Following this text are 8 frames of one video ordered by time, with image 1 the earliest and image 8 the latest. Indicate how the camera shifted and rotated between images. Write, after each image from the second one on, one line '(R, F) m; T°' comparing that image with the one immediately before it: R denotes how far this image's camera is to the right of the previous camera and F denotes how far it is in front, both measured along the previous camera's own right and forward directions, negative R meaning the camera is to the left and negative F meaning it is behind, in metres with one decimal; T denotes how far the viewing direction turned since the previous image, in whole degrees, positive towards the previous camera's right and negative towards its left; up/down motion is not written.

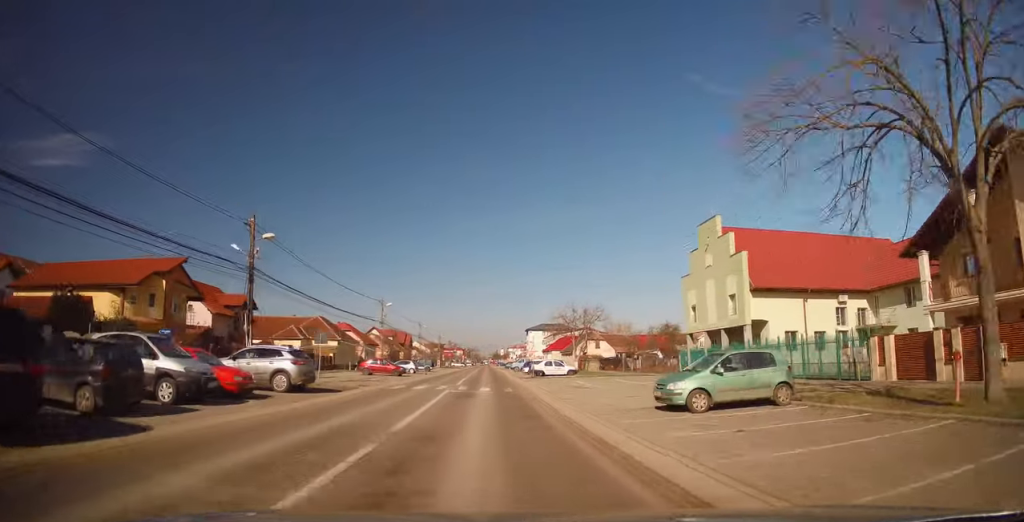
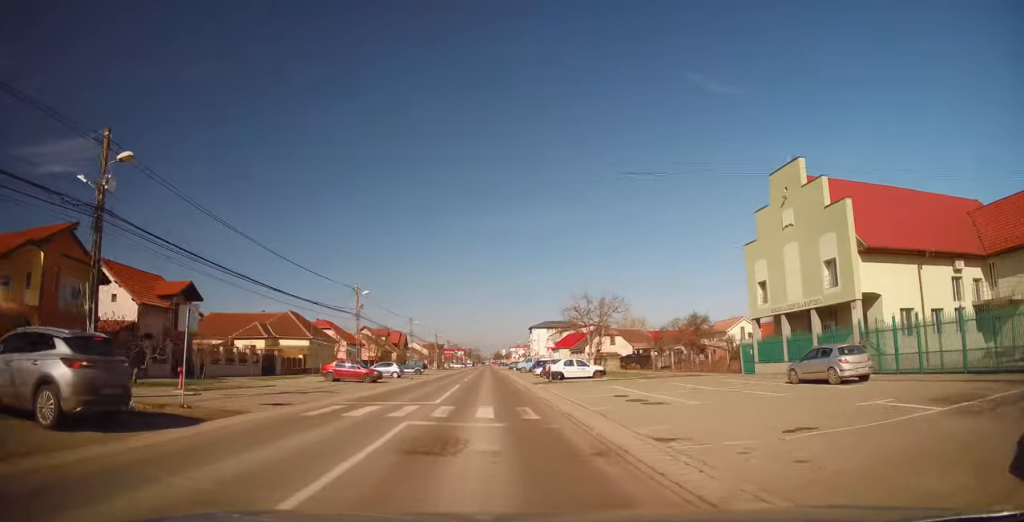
(-0.2, +11.2) m; -1°
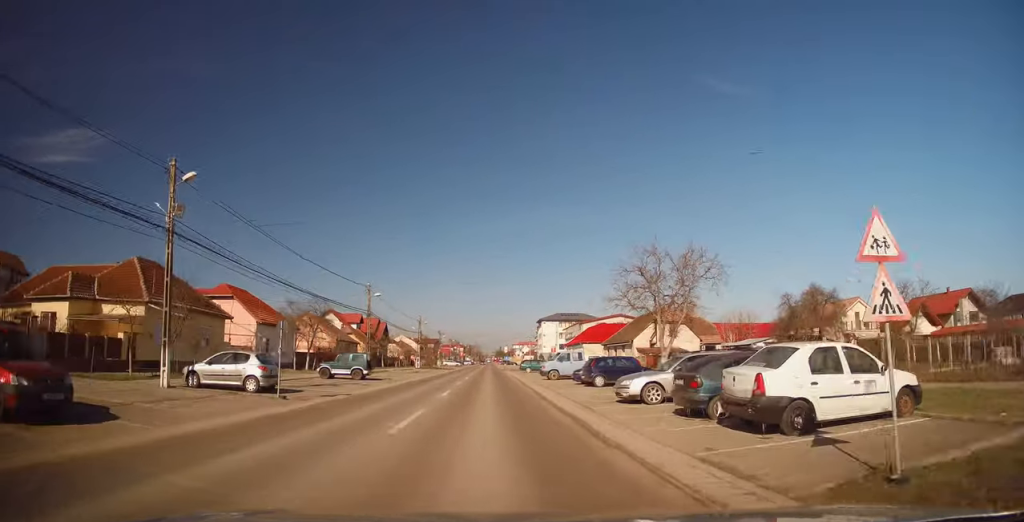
(-0.4, +29.5) m; 0°
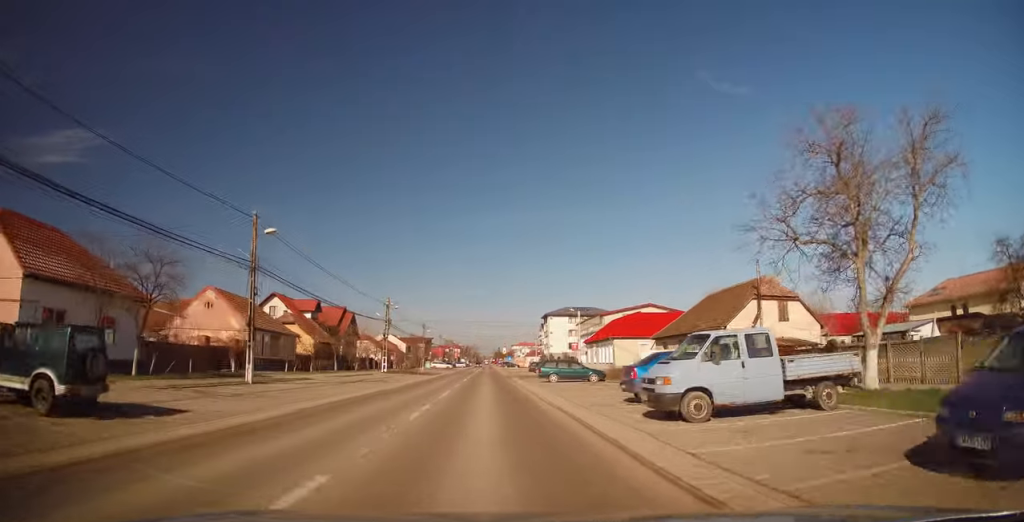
(+0.1, +24.7) m; -1°
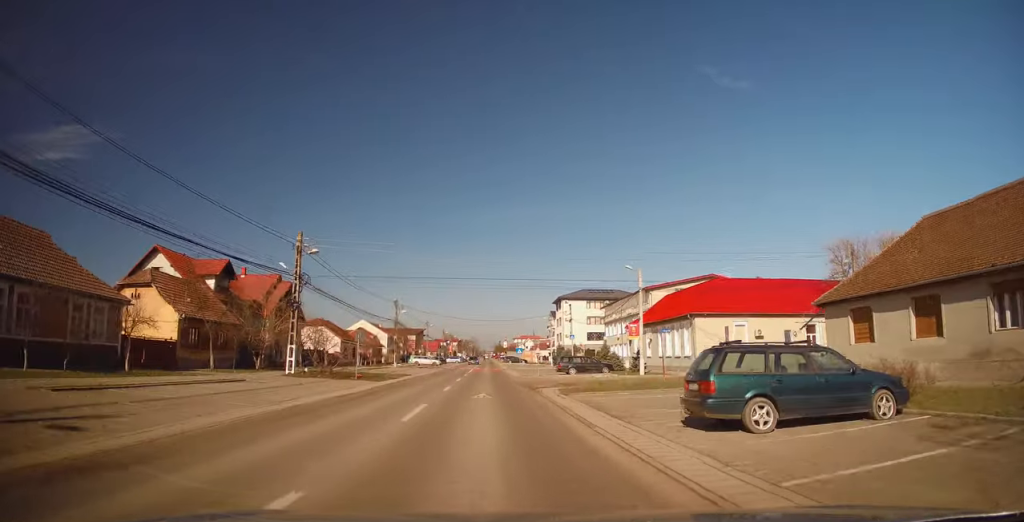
(-0.2, +27.2) m; 0°
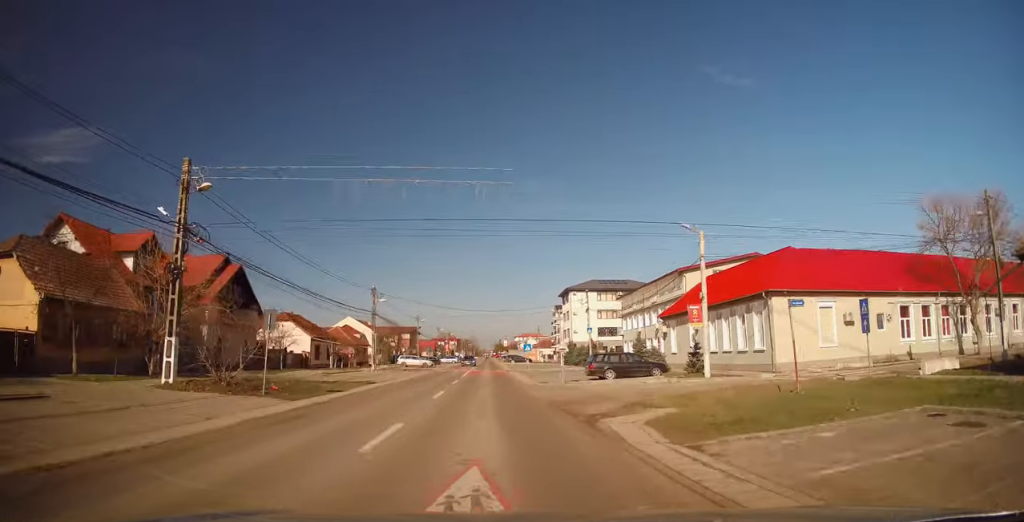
(-0.1, +12.5) m; 0°
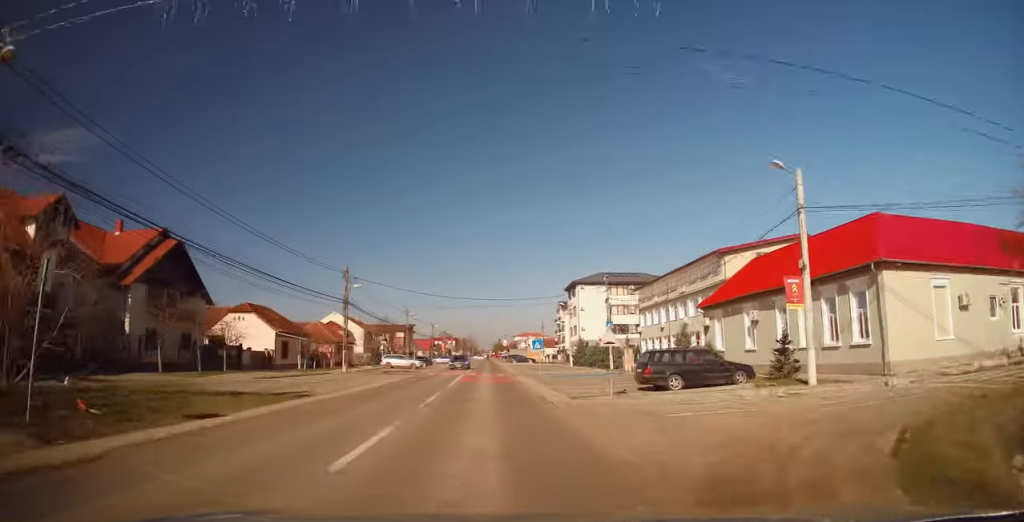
(0.0, +10.1) m; 0°
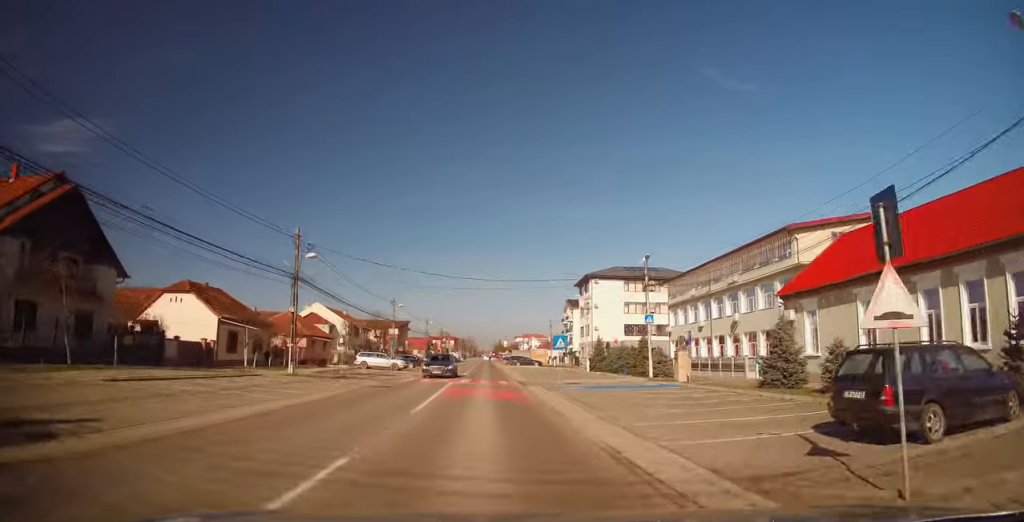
(+0.2, +11.8) m; +1°
